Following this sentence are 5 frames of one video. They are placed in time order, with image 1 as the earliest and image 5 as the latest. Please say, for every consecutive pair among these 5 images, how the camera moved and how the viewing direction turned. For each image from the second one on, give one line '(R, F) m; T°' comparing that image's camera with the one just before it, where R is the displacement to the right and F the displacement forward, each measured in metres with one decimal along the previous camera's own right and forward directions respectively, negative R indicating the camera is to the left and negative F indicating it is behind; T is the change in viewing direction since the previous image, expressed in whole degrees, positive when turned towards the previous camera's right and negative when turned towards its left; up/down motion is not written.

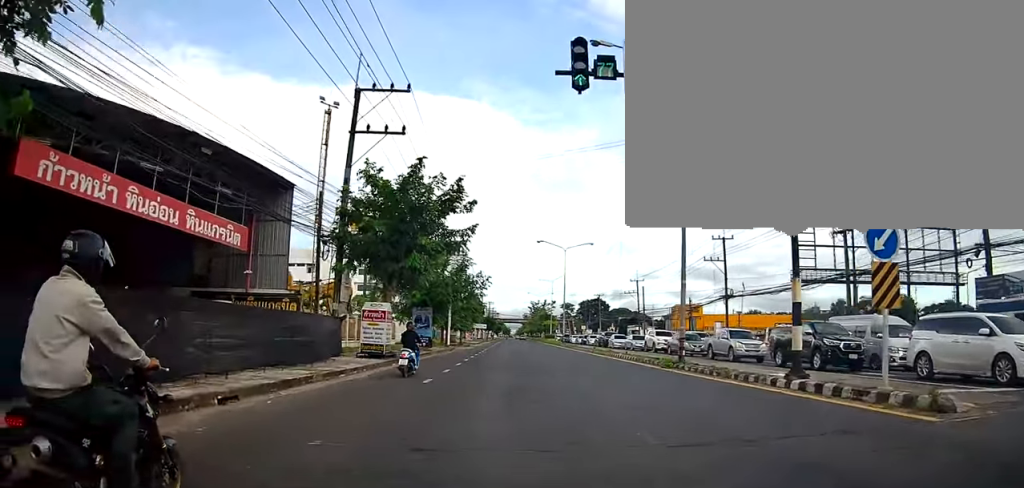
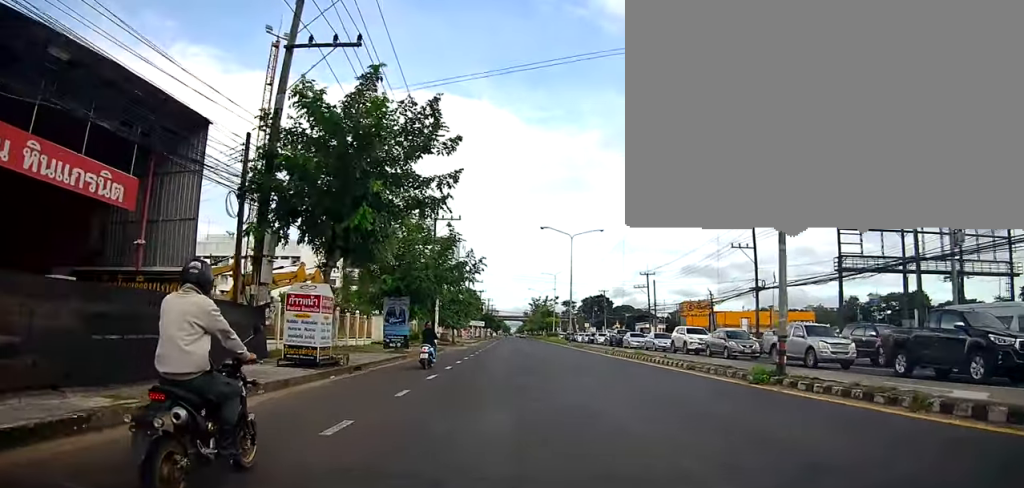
(-0.3, +7.8) m; -1°
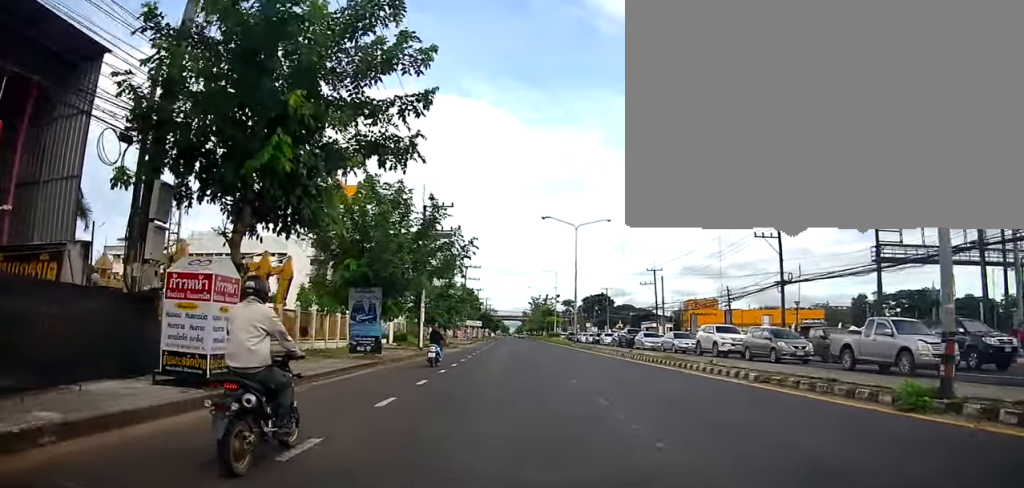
(-0.4, +5.5) m; +1°
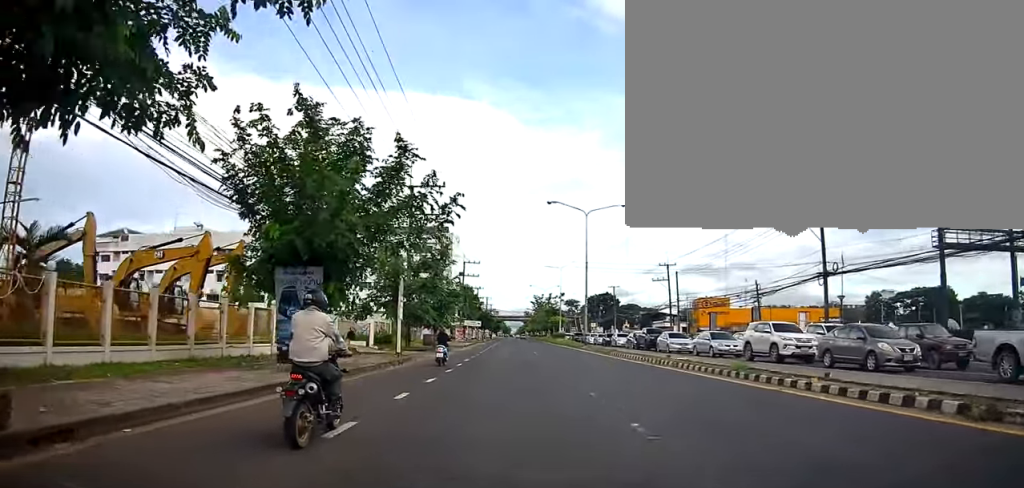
(+0.7, +7.0) m; +1°
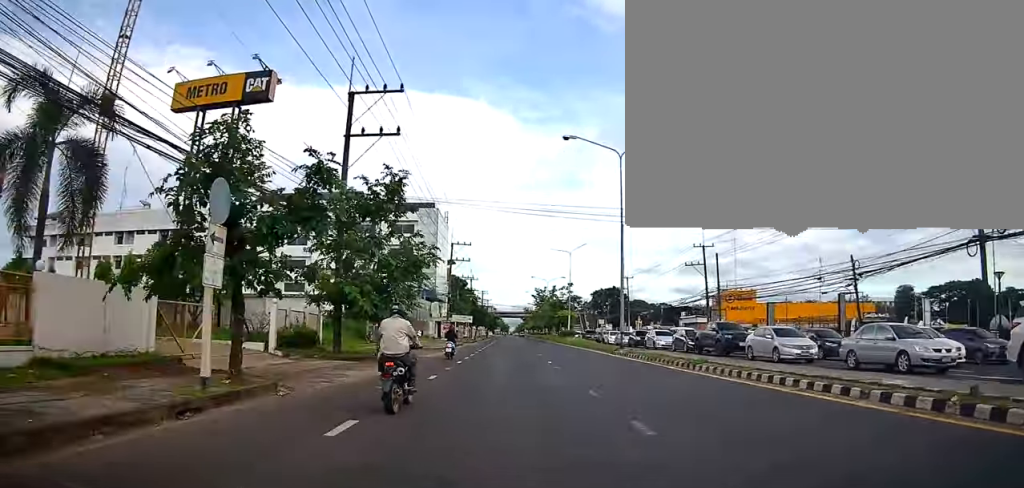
(-0.6, +16.4) m; -3°
